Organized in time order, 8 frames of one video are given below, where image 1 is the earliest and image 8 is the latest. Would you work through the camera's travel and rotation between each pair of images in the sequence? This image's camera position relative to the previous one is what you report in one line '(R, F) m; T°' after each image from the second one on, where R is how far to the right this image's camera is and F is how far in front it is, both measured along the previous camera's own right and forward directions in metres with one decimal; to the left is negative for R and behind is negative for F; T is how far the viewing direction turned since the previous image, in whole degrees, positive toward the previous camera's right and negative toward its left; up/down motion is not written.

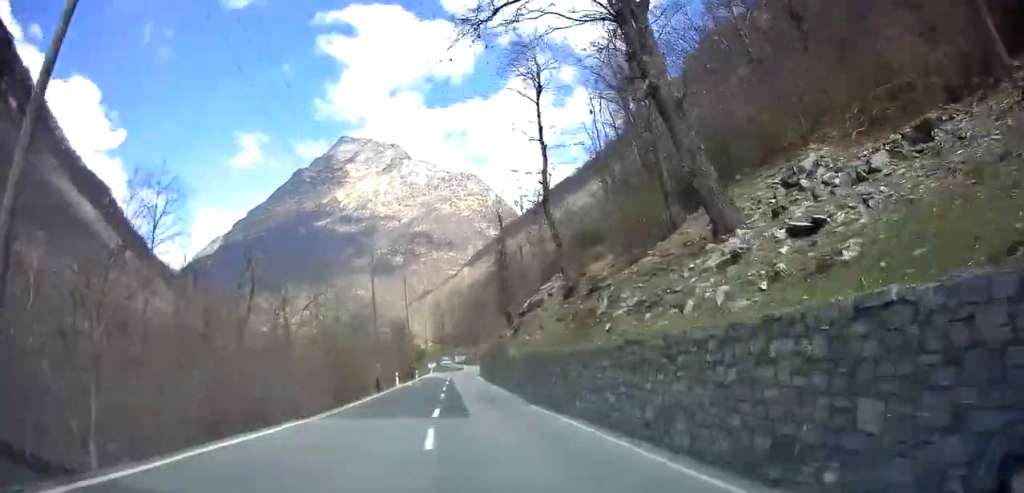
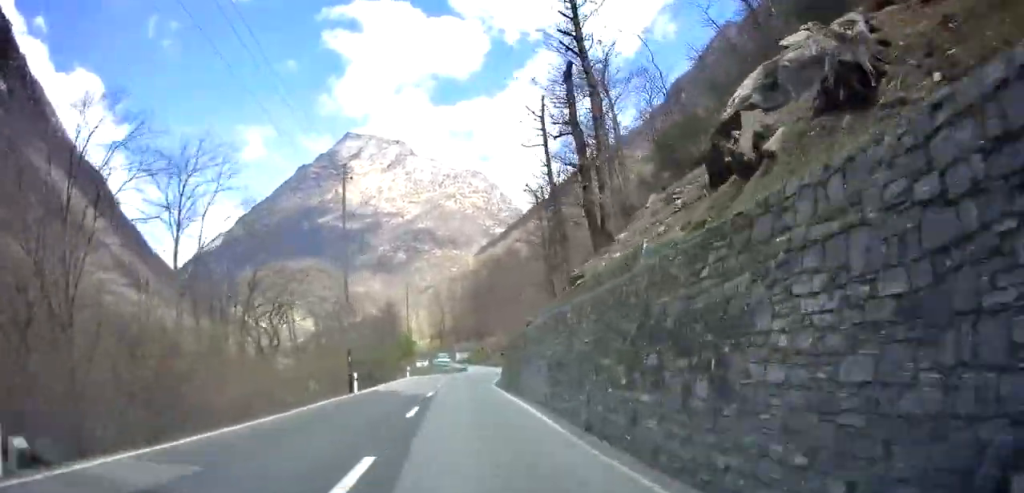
(+0.8, +40.3) m; +1°
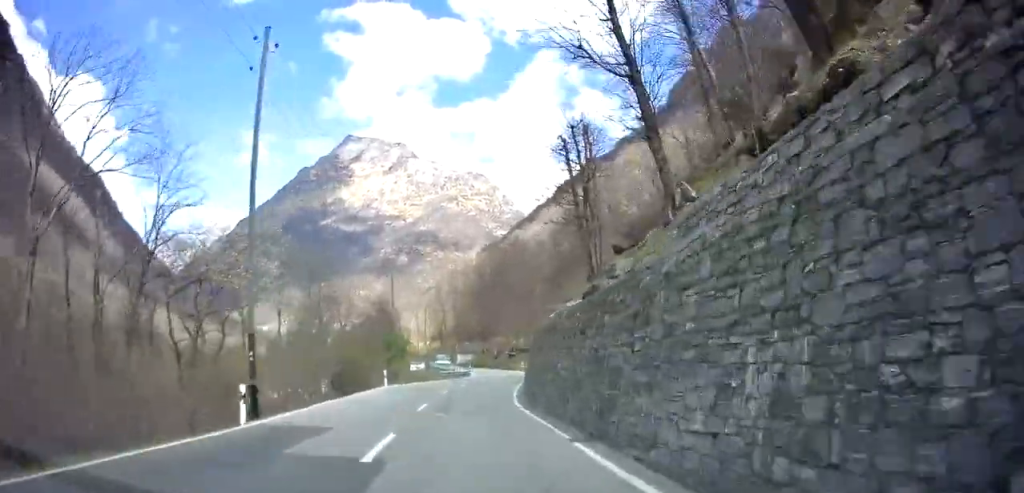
(-0.3, +16.0) m; 0°
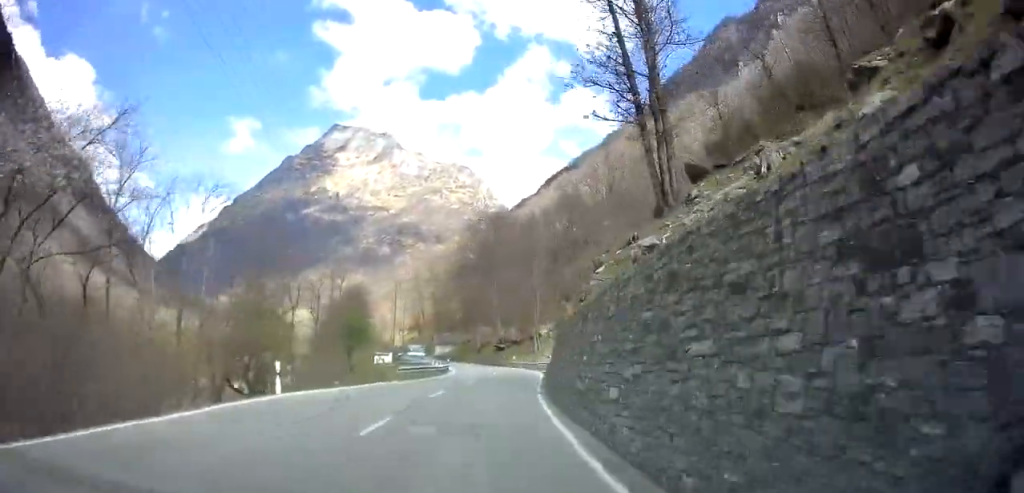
(+0.4, +17.2) m; +2°
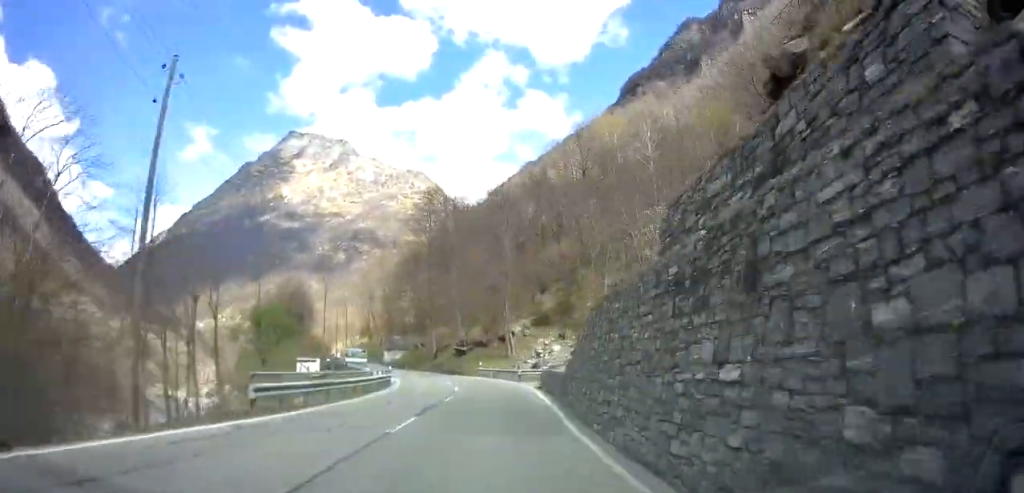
(+0.2, +17.6) m; +1°
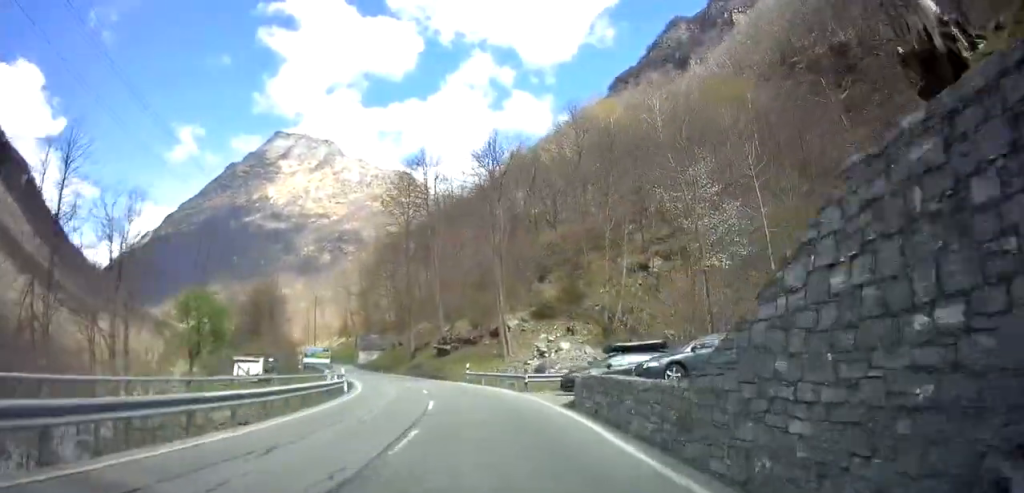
(+0.1, +12.4) m; 0°
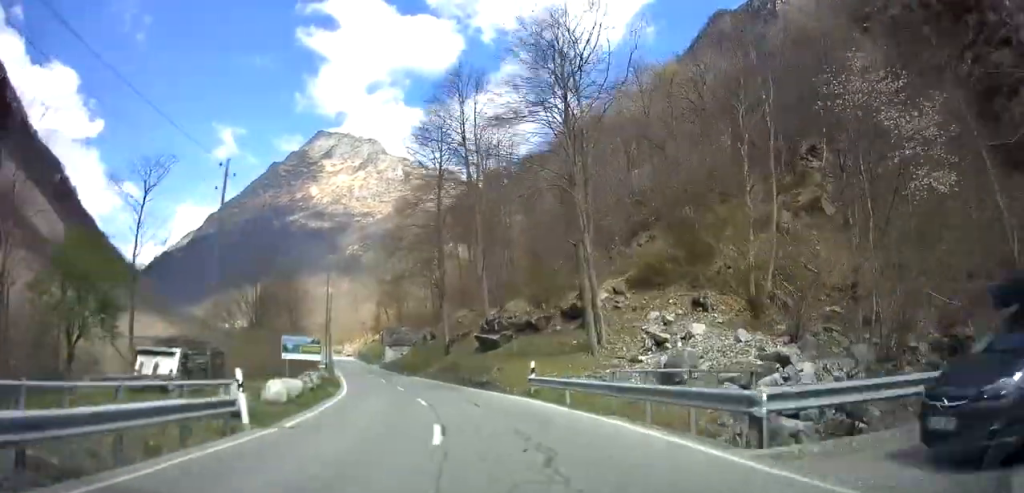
(+0.1, +18.4) m; -2°
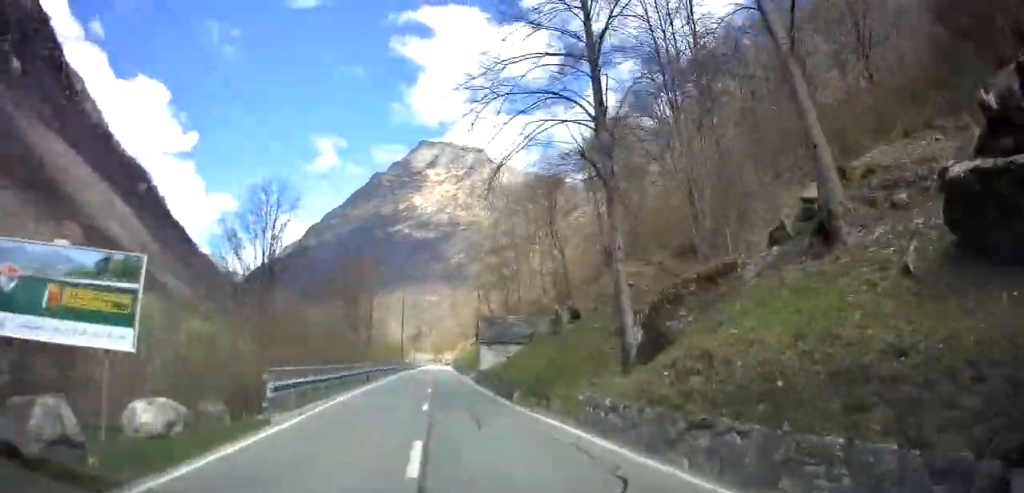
(-2.0, +32.6) m; -6°
